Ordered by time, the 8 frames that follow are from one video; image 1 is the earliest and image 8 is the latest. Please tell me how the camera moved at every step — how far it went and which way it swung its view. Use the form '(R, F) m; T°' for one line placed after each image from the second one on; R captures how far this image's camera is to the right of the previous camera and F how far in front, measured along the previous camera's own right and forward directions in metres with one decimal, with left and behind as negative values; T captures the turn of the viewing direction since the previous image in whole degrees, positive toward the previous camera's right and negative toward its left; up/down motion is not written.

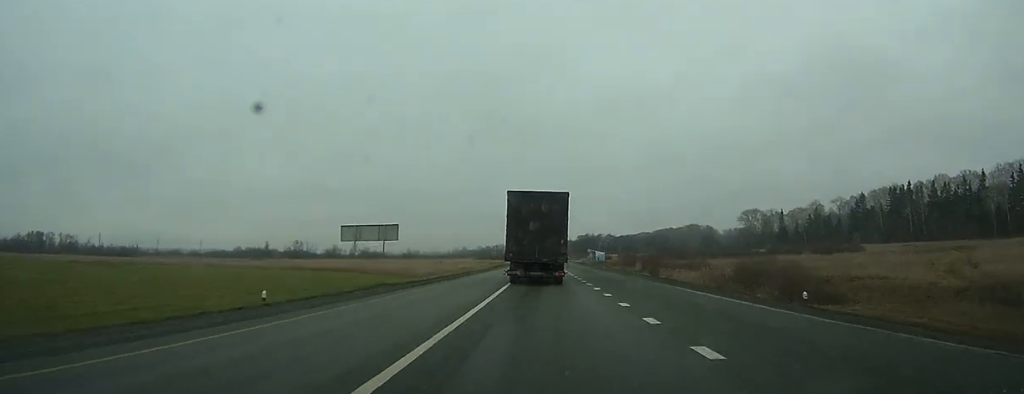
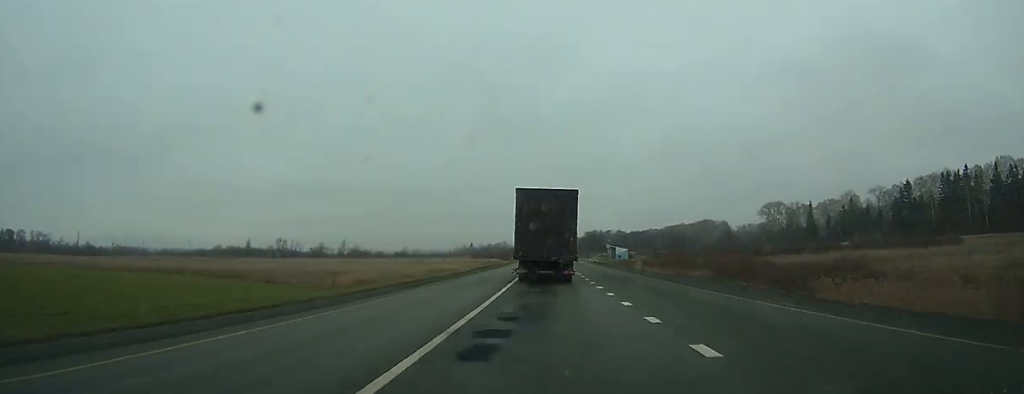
(-0.1, +35.8) m; 0°
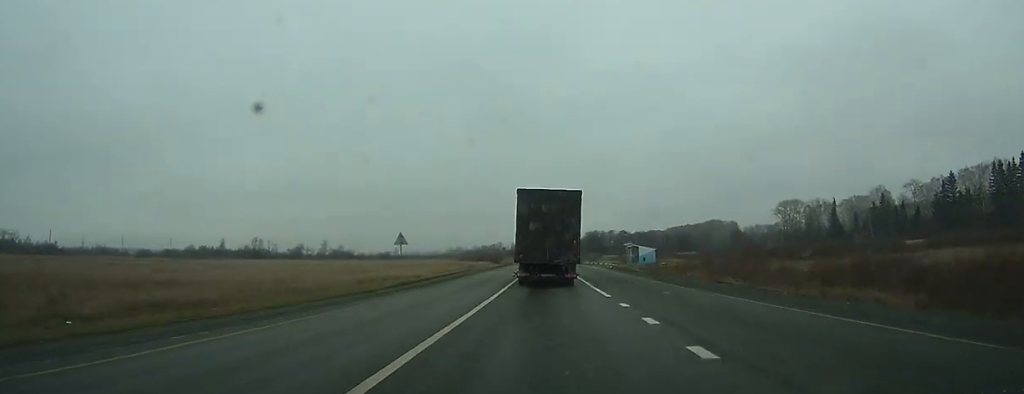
(0.0, +32.7) m; 0°
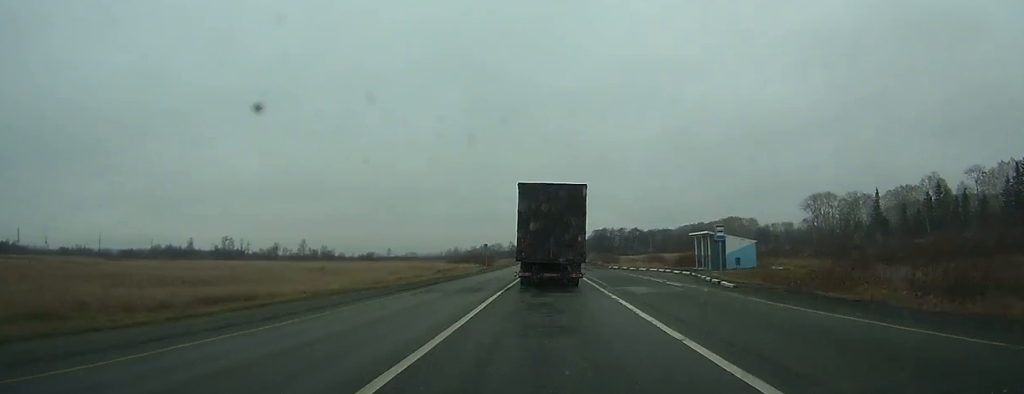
(0.0, +41.4) m; 0°
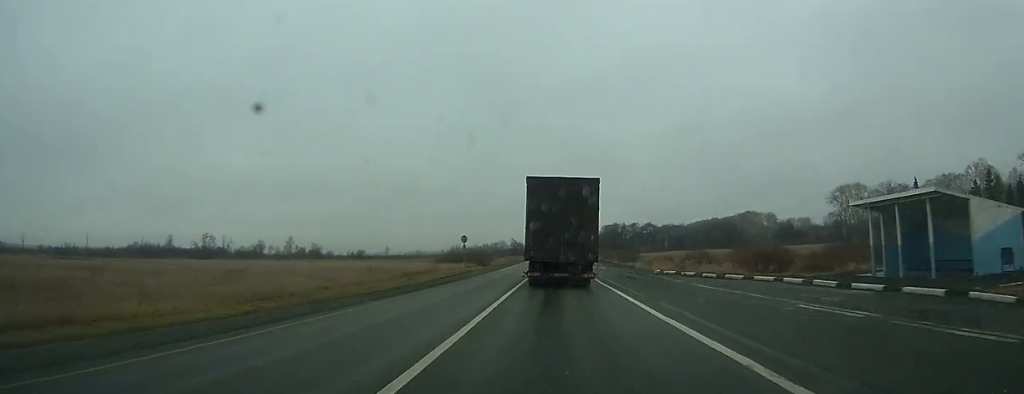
(0.0, +27.1) m; 0°
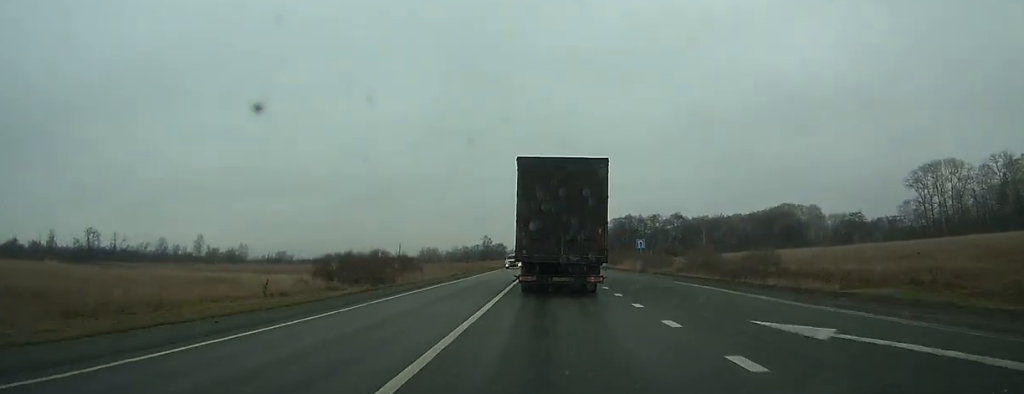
(0.0, +83.0) m; 0°
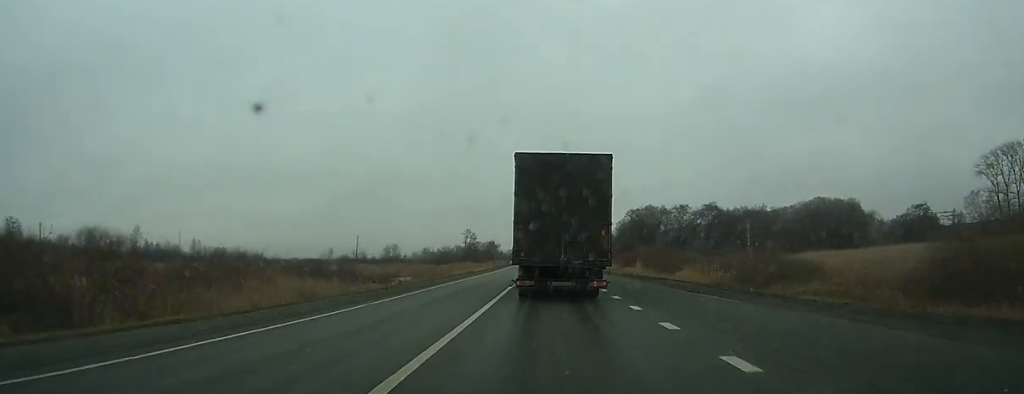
(+0.1, +44.1) m; 0°
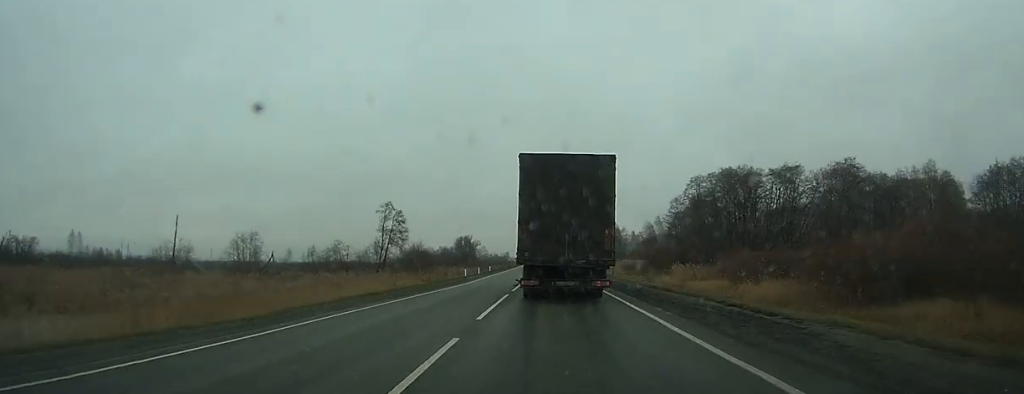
(0.0, +78.2) m; 0°
